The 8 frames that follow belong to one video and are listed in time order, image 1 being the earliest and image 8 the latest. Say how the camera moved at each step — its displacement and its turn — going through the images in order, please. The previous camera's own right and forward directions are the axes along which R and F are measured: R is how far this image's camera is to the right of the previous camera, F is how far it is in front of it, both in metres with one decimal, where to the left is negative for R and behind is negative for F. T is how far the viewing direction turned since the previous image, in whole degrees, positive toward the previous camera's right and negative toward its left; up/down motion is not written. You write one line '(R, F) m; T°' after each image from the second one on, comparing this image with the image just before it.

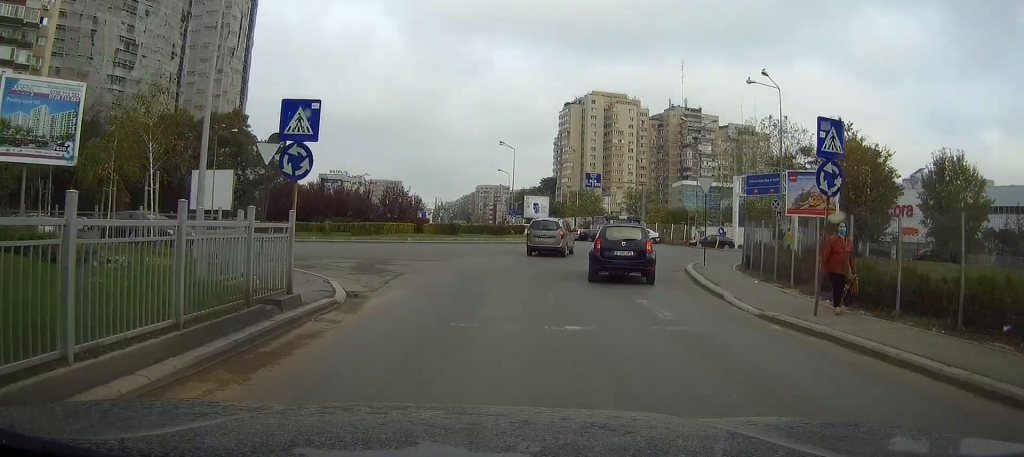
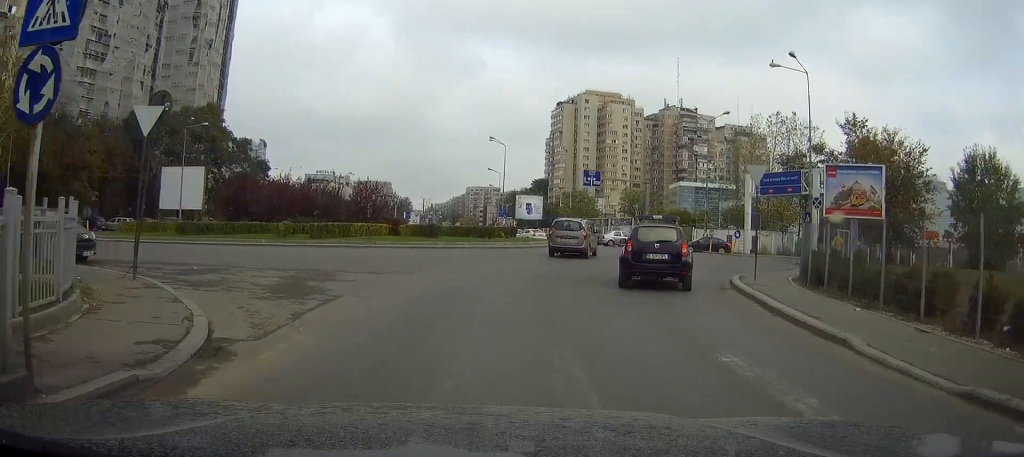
(0.0, +7.1) m; +1°
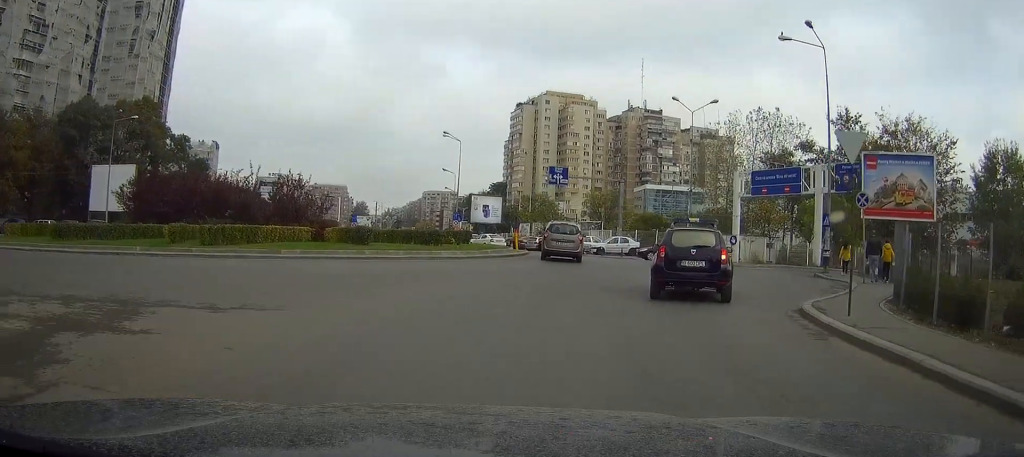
(+0.1, +8.6) m; +4°
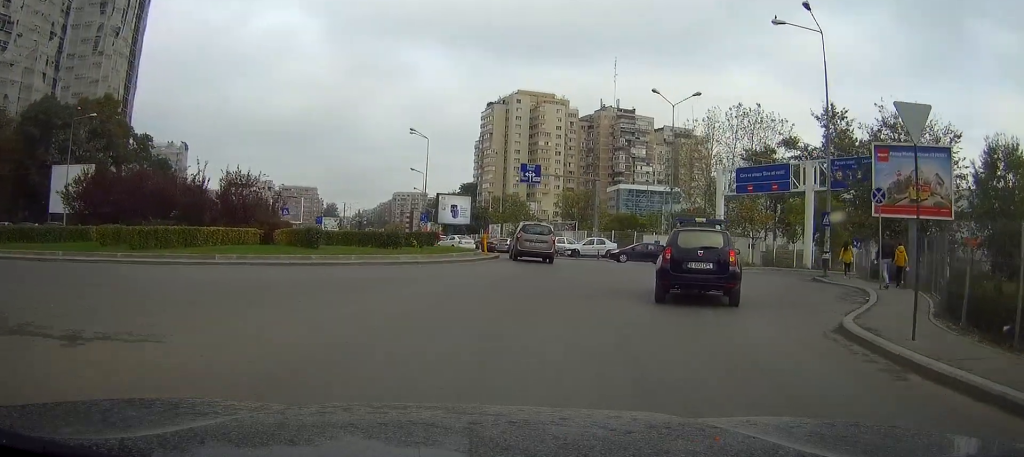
(0.0, +3.4) m; +3°
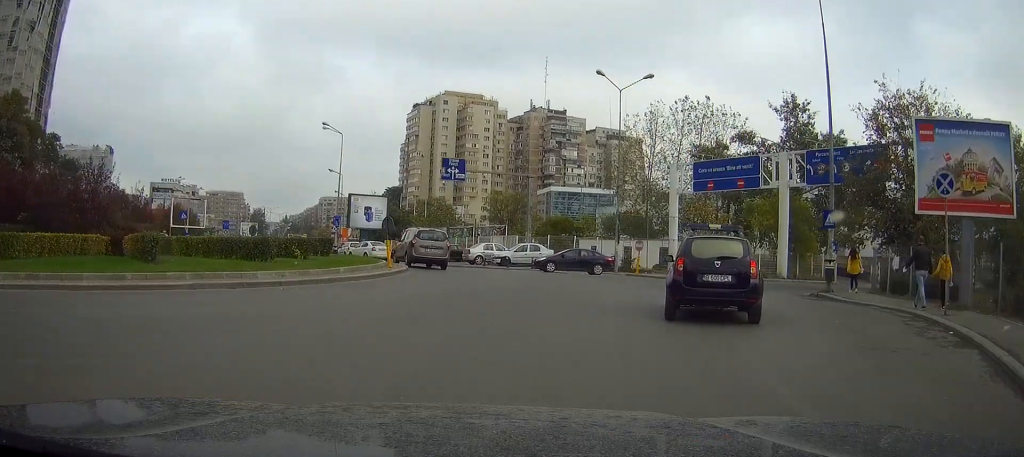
(+0.4, +7.6) m; +6°
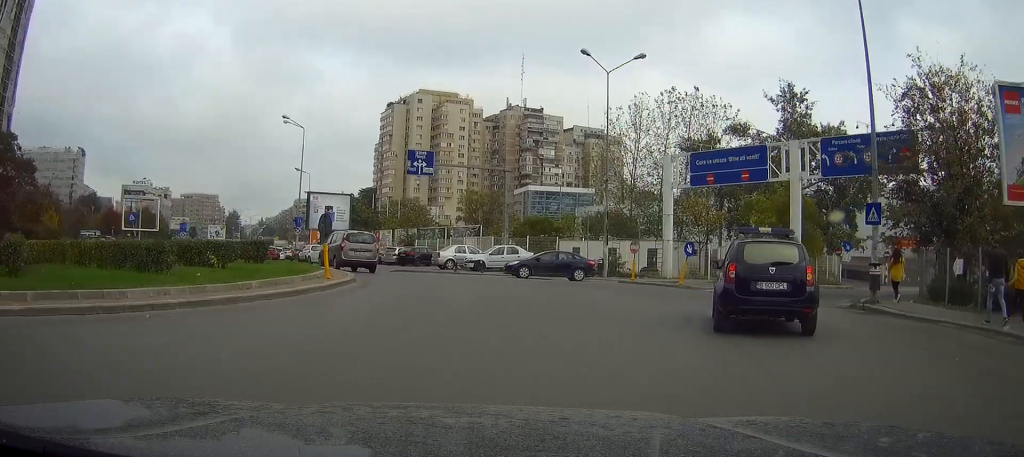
(+0.2, +5.3) m; +1°
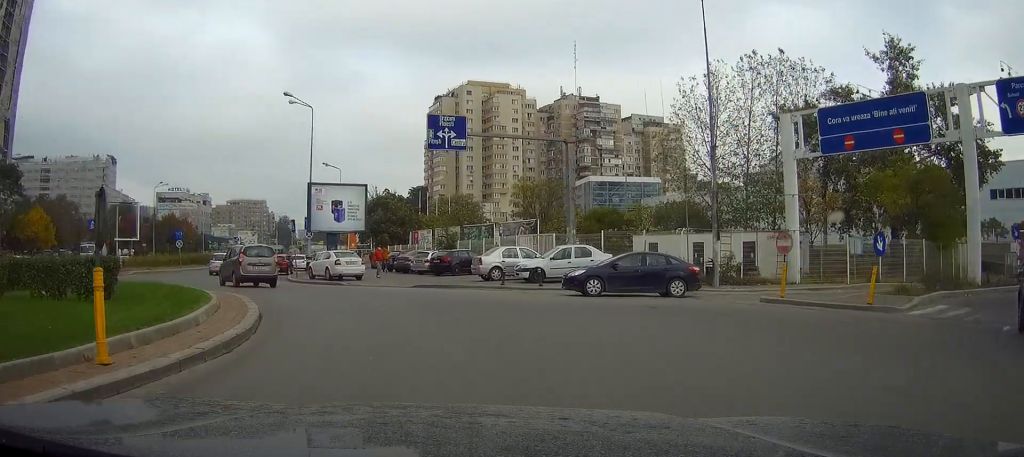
(-0.1, +12.5) m; -5°
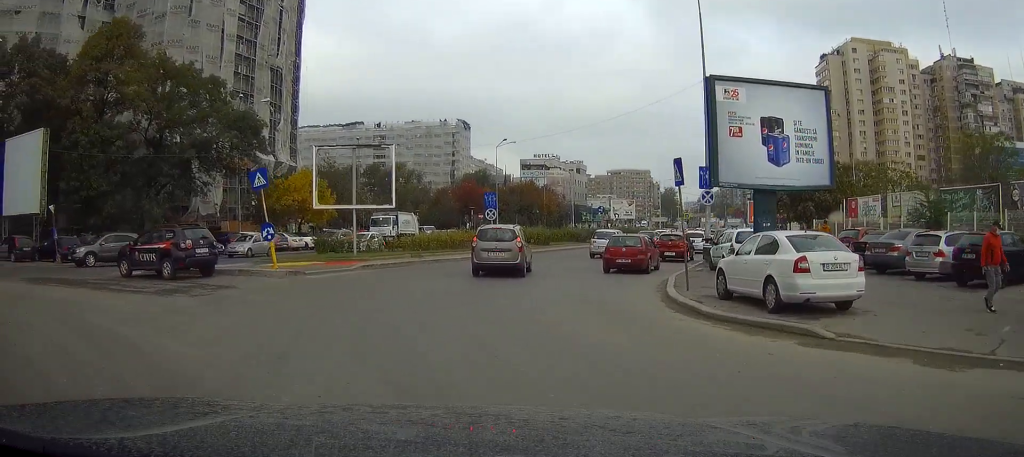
(-4.9, +21.4) m; -29°
